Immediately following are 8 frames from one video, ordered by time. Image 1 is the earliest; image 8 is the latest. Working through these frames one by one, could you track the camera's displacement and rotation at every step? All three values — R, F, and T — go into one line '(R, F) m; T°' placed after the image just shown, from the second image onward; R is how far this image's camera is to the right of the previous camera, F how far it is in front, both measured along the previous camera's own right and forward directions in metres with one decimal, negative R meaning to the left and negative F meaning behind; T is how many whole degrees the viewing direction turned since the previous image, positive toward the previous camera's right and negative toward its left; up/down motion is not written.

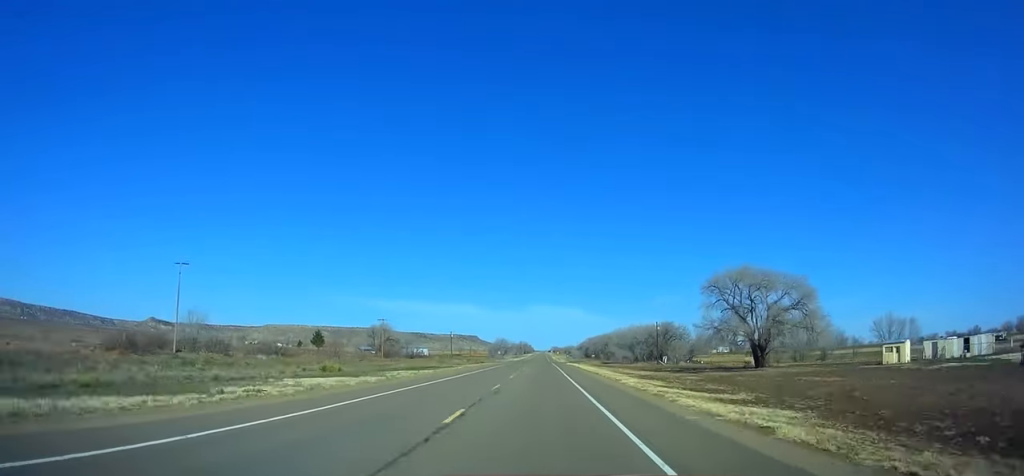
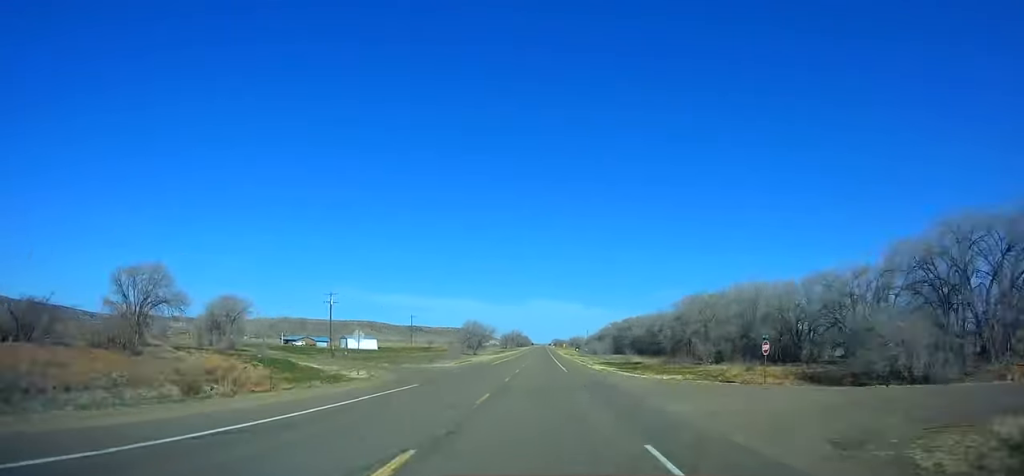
(+0.1, +116.6) m; 0°
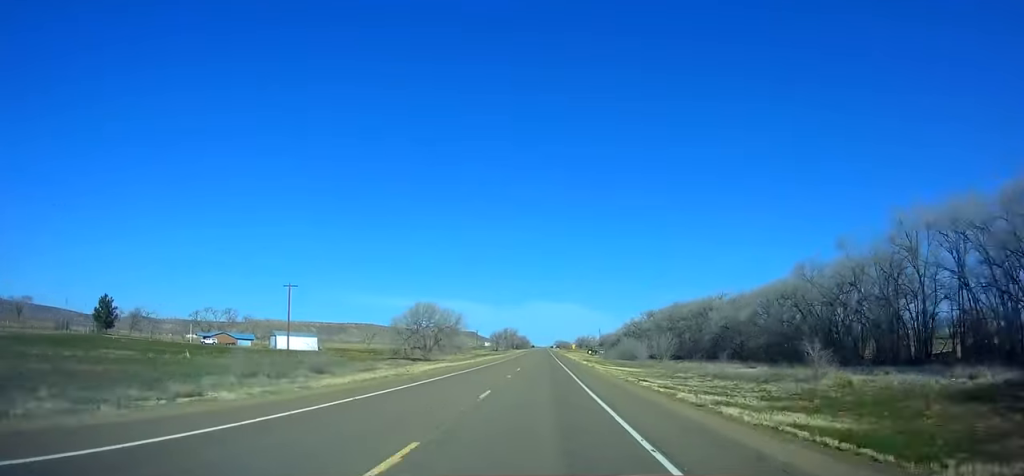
(+0.3, +72.9) m; 0°
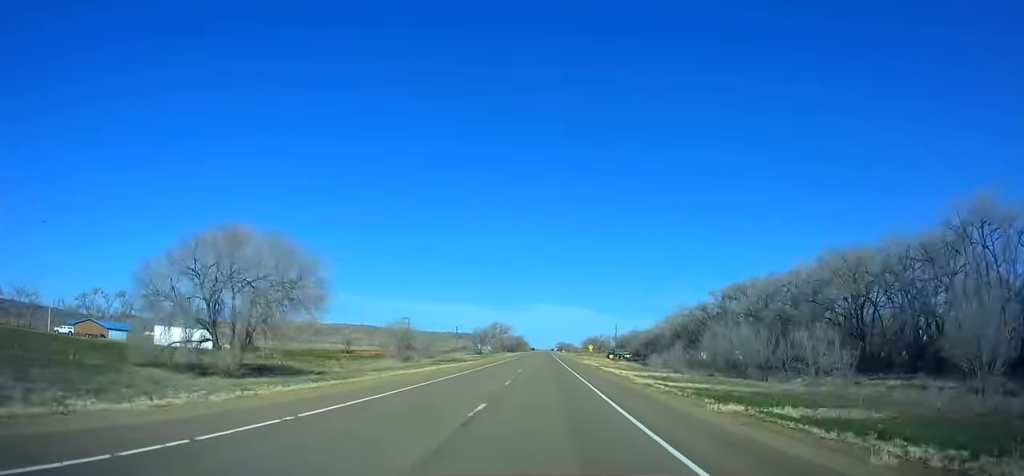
(0.0, +66.7) m; 0°
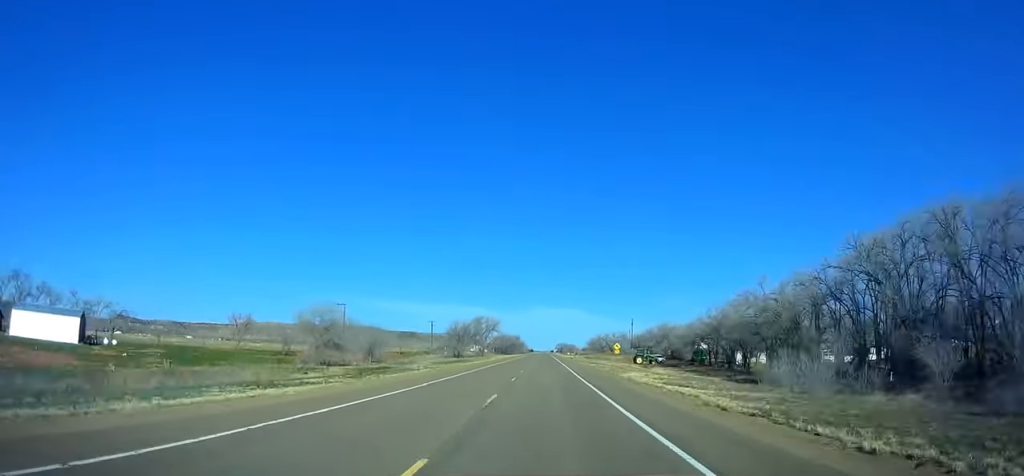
(-0.2, +45.3) m; 0°
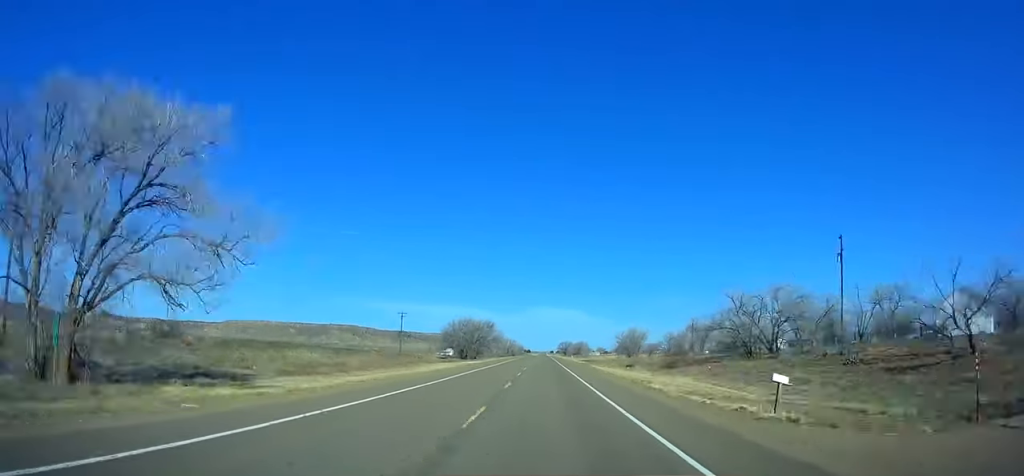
(-0.1, +138.6) m; 0°
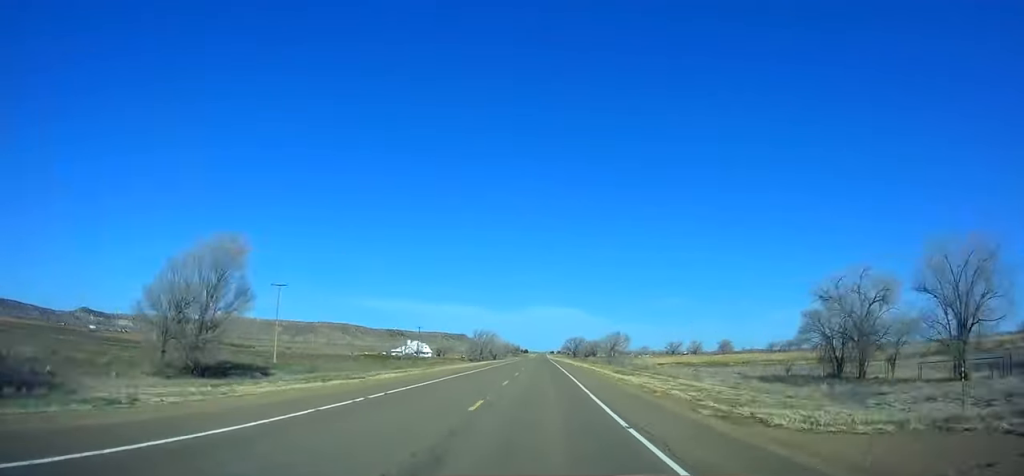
(+0.1, +144.2) m; 0°
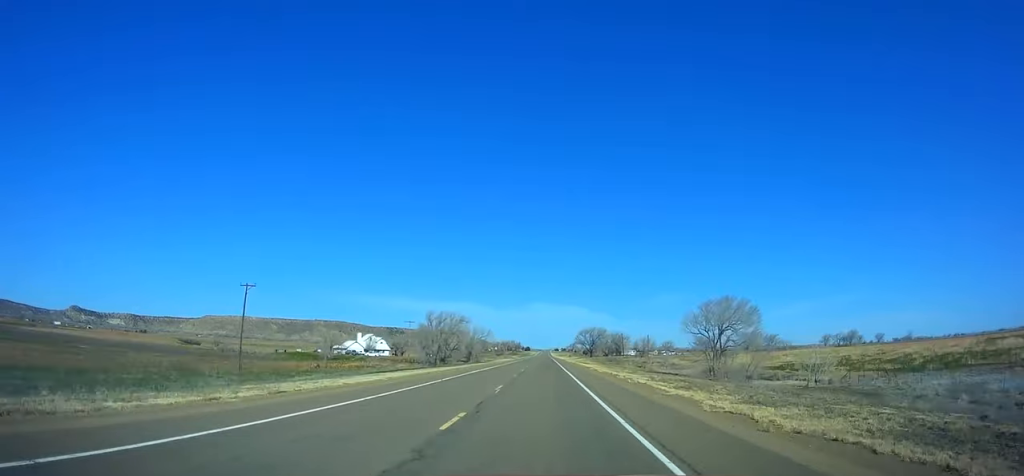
(+0.4, +89.9) m; 0°
